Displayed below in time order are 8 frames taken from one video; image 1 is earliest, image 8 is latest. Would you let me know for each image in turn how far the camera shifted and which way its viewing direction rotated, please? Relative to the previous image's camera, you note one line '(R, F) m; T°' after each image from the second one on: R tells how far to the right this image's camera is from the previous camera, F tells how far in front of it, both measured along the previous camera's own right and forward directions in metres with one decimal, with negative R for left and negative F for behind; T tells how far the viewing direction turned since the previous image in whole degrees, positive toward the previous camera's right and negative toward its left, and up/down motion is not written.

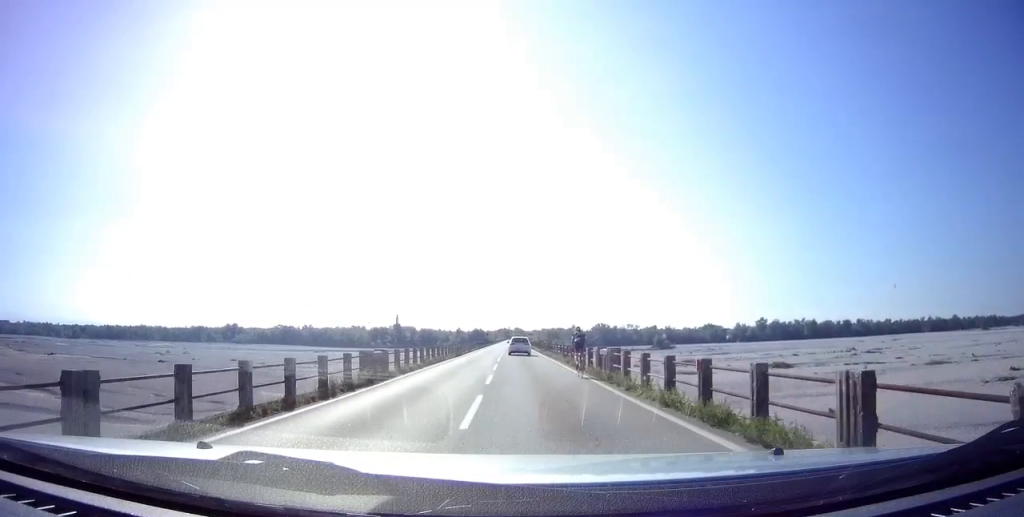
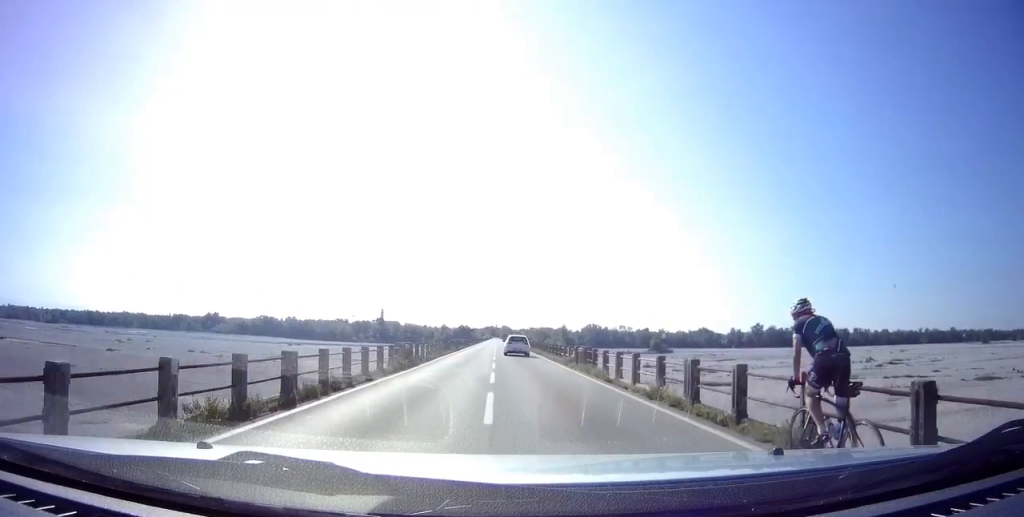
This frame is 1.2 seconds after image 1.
(+0.1, +21.5) m; 0°
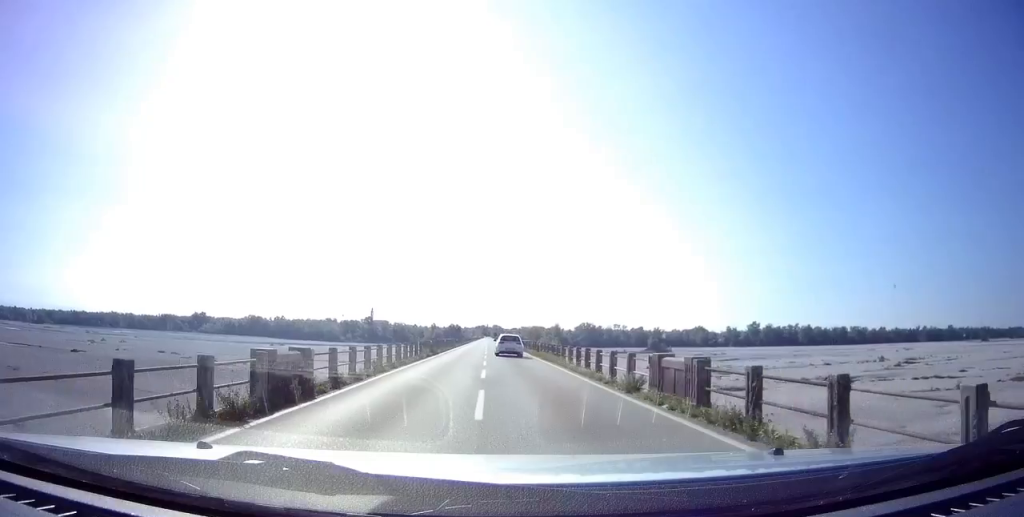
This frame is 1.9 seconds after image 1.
(0.0, +13.4) m; 0°
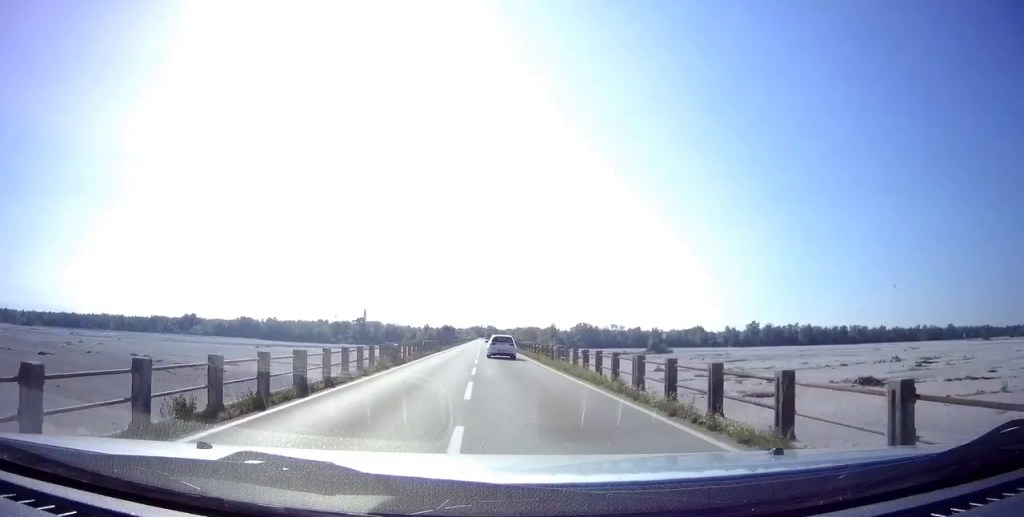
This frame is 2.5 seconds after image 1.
(0.0, +11.5) m; 0°
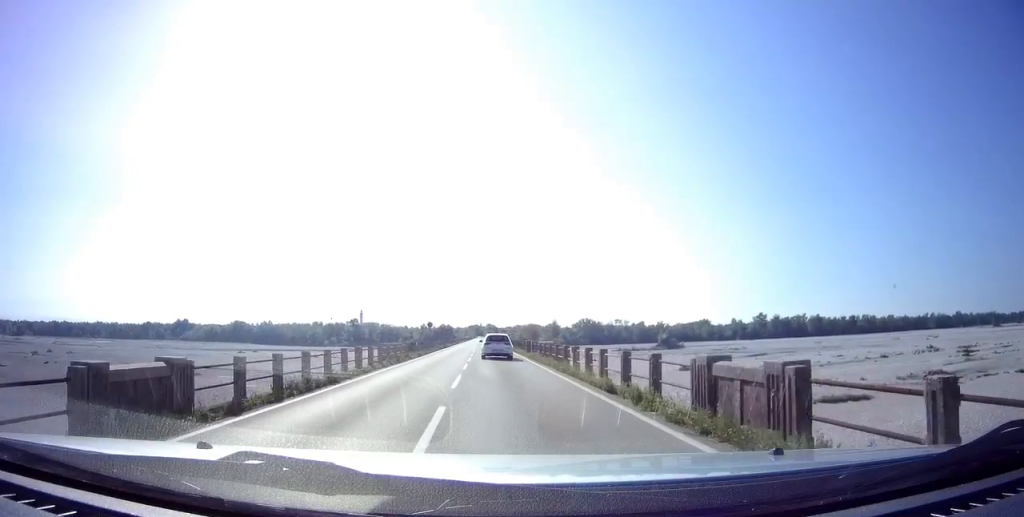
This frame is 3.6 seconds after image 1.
(0.0, +18.7) m; 0°
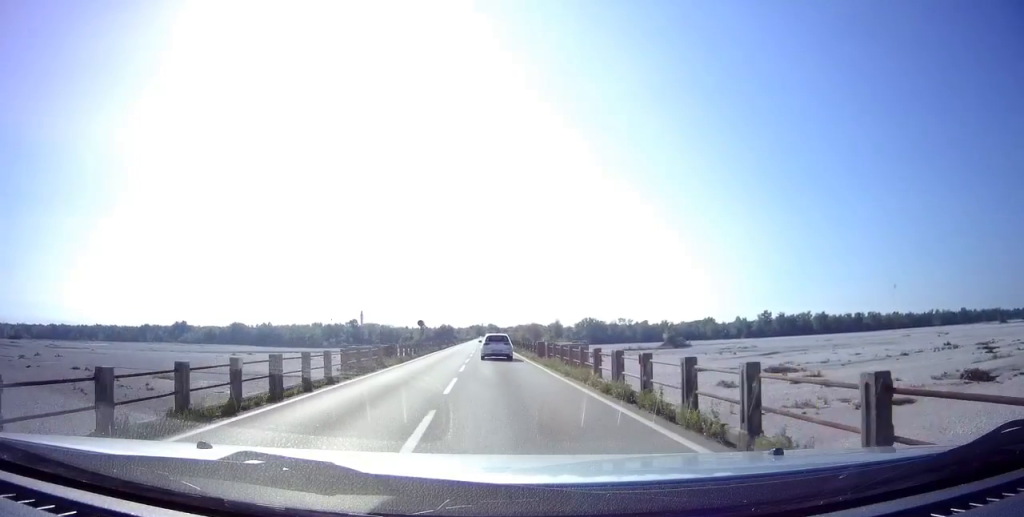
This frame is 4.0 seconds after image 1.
(0.0, +7.8) m; 0°
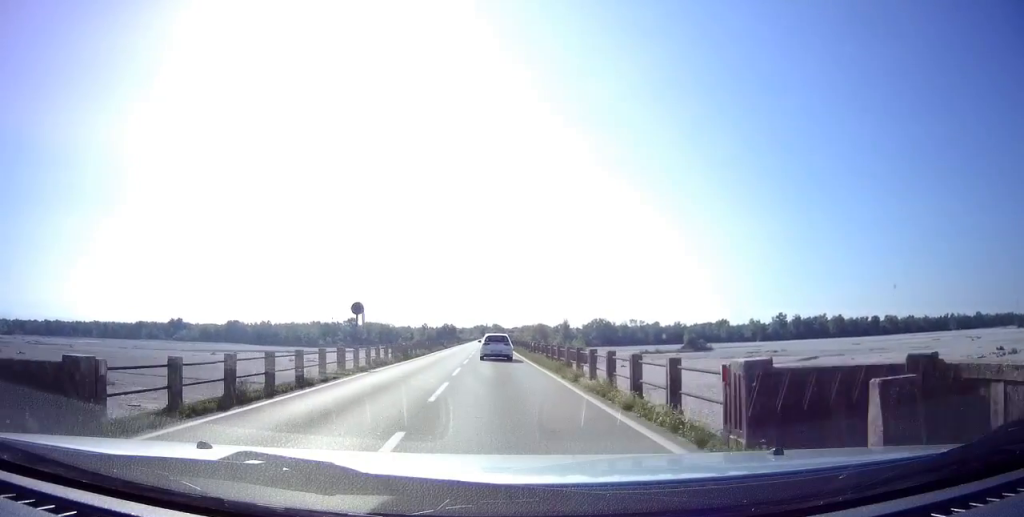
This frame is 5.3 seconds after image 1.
(0.0, +23.3) m; 0°
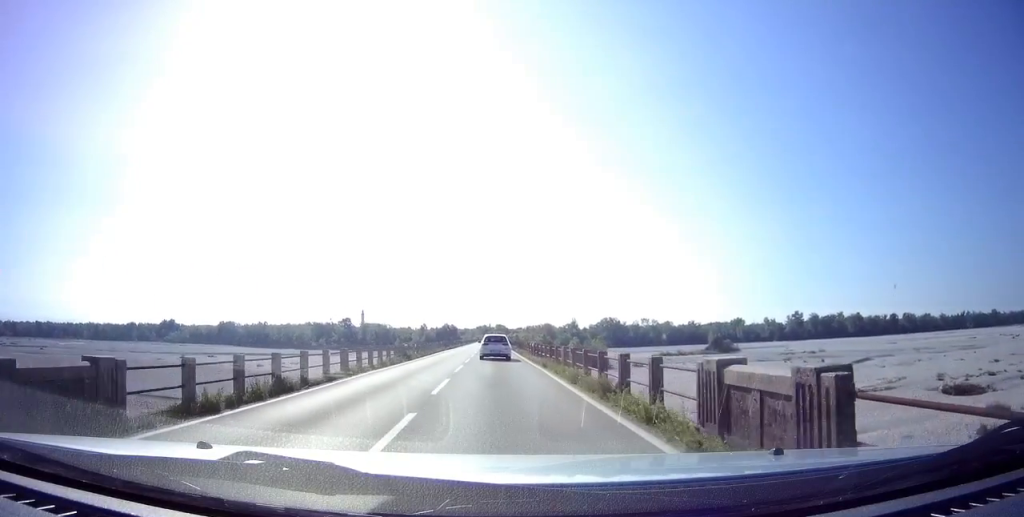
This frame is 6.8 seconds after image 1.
(0.0, +26.9) m; 0°
